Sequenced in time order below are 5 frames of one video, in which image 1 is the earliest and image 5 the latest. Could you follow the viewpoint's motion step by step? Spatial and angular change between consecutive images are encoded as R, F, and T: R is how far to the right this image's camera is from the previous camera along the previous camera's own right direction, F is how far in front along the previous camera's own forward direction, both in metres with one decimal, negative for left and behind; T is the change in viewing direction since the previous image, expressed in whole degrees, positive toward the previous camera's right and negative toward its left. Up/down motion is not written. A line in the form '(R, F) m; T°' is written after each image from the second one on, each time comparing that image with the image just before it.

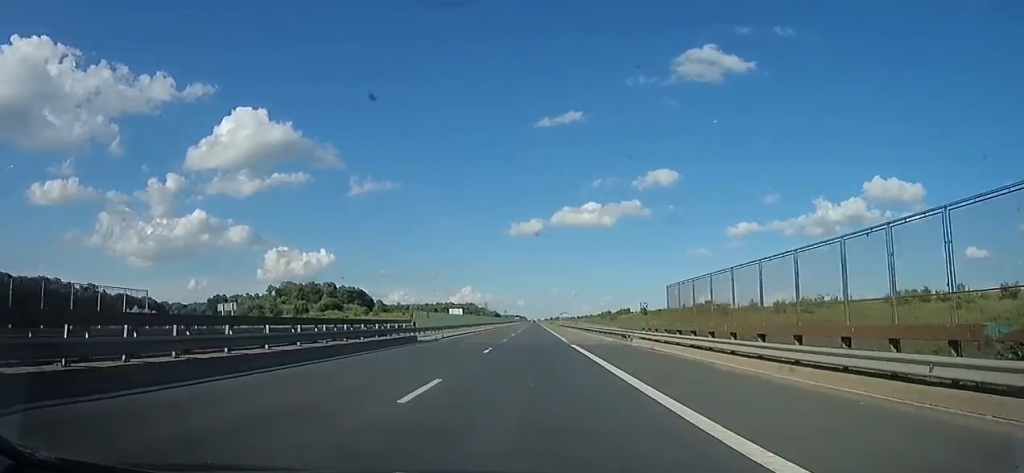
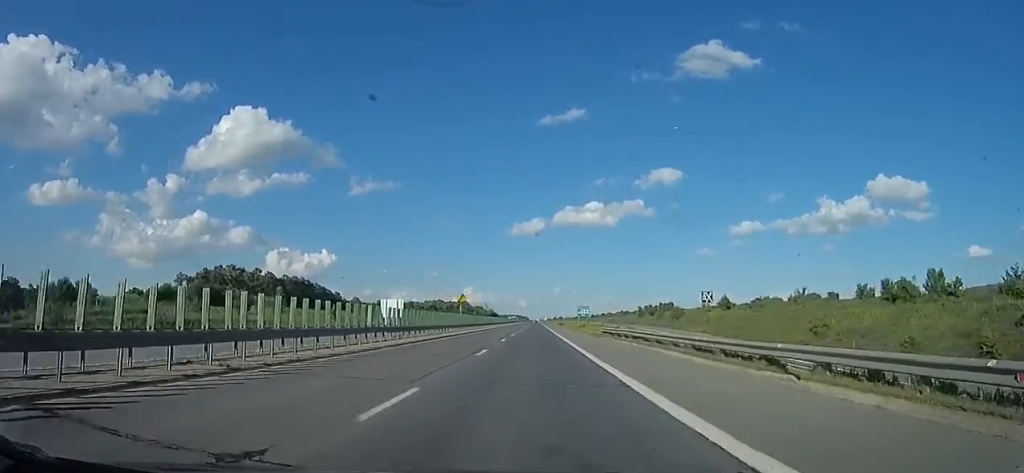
(+2.9, +72.3) m; +2°
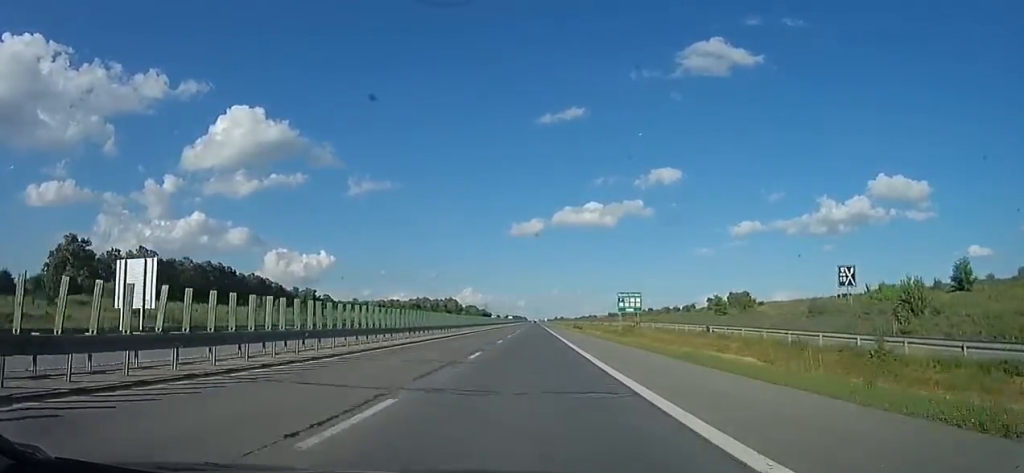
(-2.1, +60.8) m; -2°
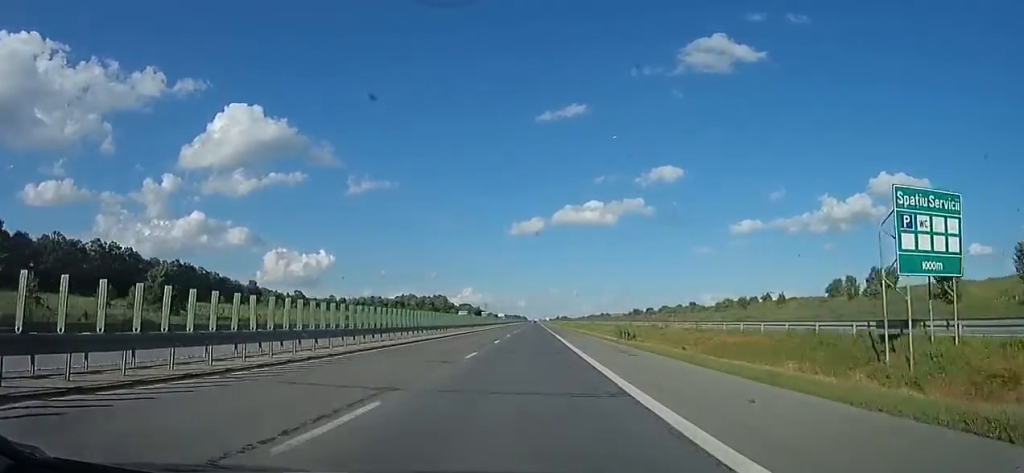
(+0.4, +48.0) m; +3°
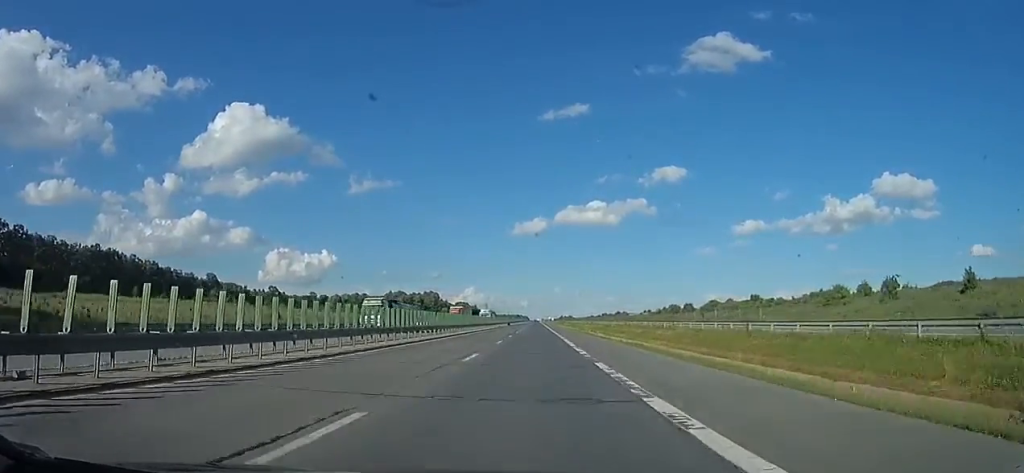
(+1.0, +36.5) m; -1°
